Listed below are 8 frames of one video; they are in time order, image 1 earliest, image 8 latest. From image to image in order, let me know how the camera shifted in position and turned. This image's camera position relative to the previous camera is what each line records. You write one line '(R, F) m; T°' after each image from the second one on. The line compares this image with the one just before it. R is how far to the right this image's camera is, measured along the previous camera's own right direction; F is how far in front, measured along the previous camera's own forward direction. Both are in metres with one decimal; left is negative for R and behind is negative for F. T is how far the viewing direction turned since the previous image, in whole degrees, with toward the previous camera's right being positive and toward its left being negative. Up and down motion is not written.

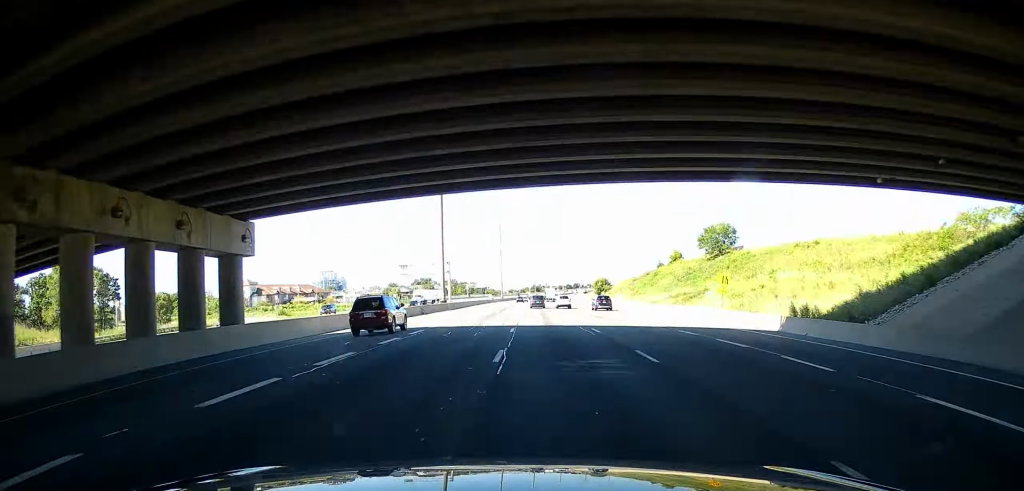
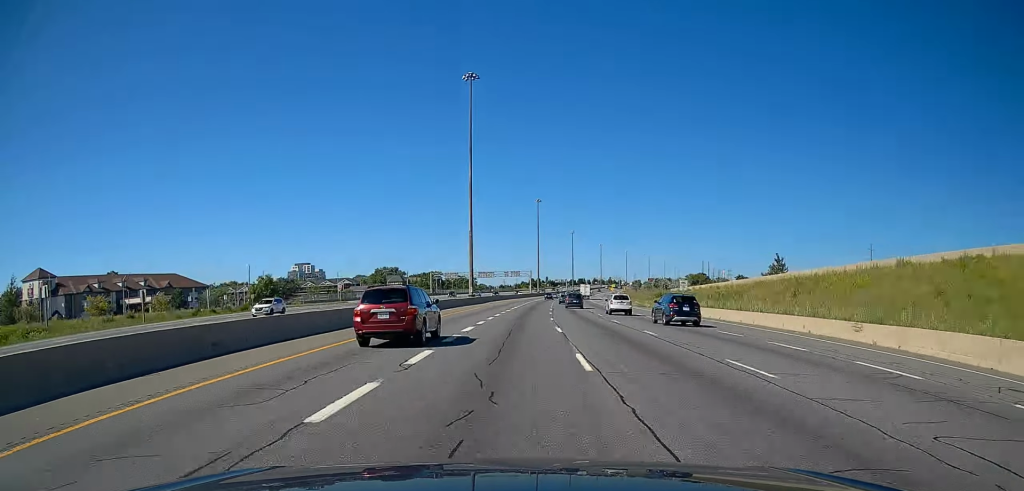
(-1.4, +135.8) m; +2°
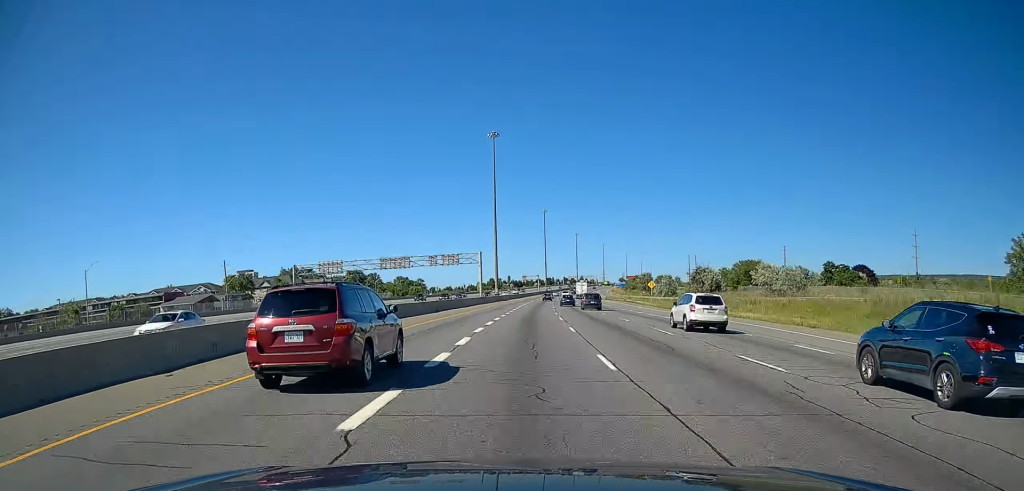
(+3.5, +113.0) m; +3°
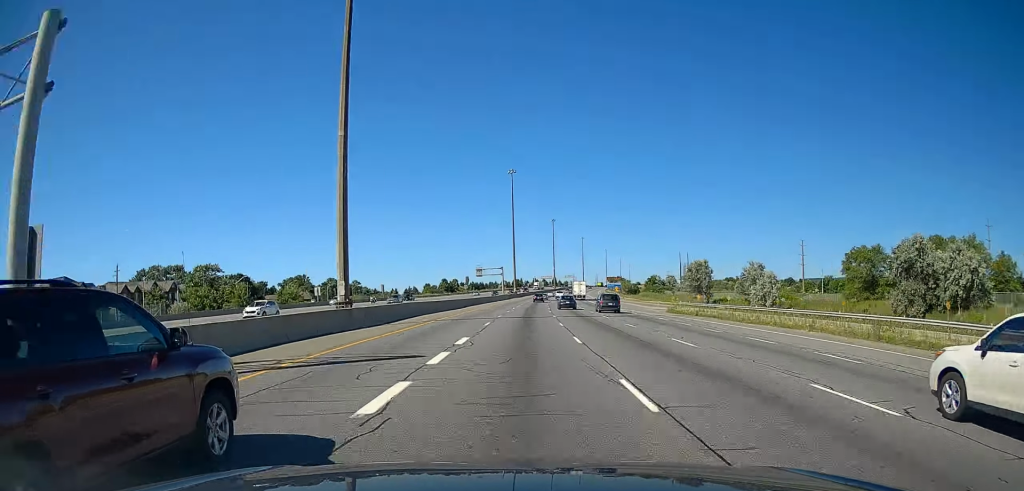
(+1.5, +105.1) m; +3°
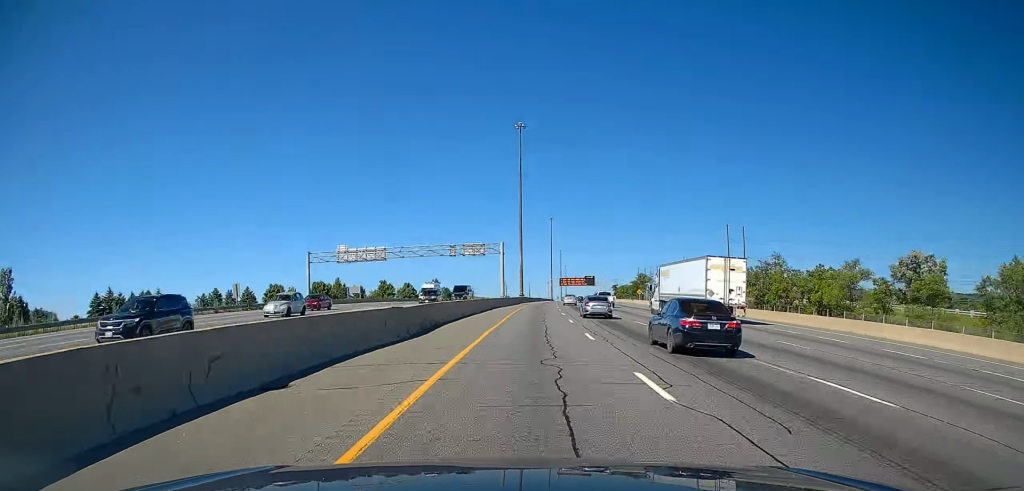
(+23.0, +331.6) m; +8°
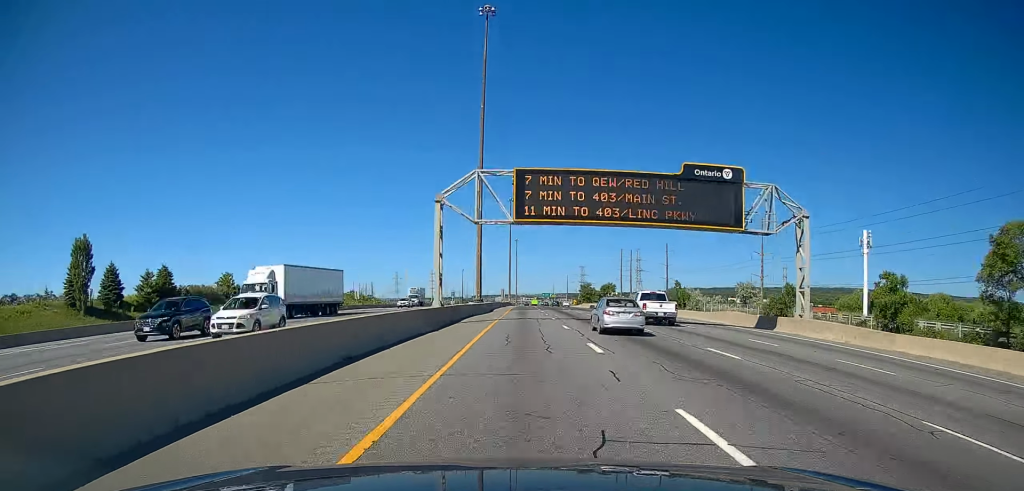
(+8.9, +201.6) m; +4°
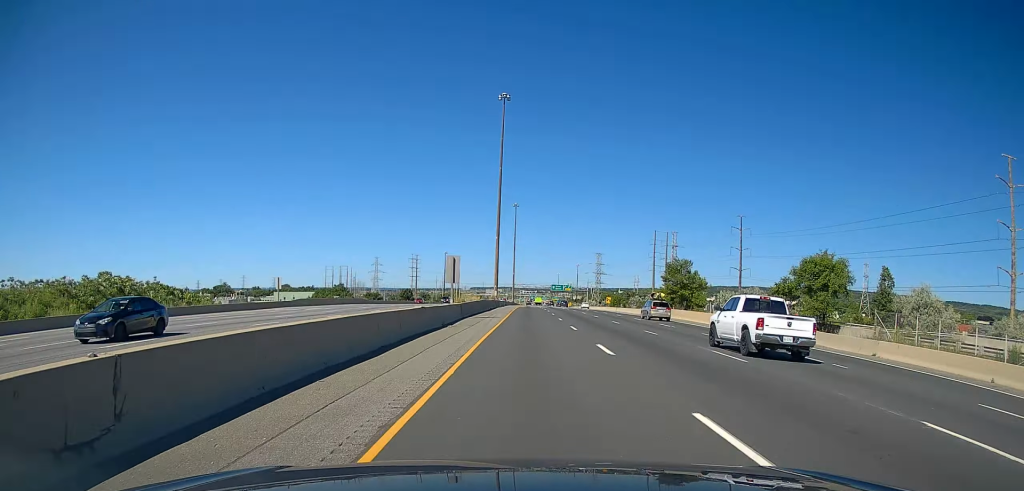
(+1.1, +109.6) m; +1°
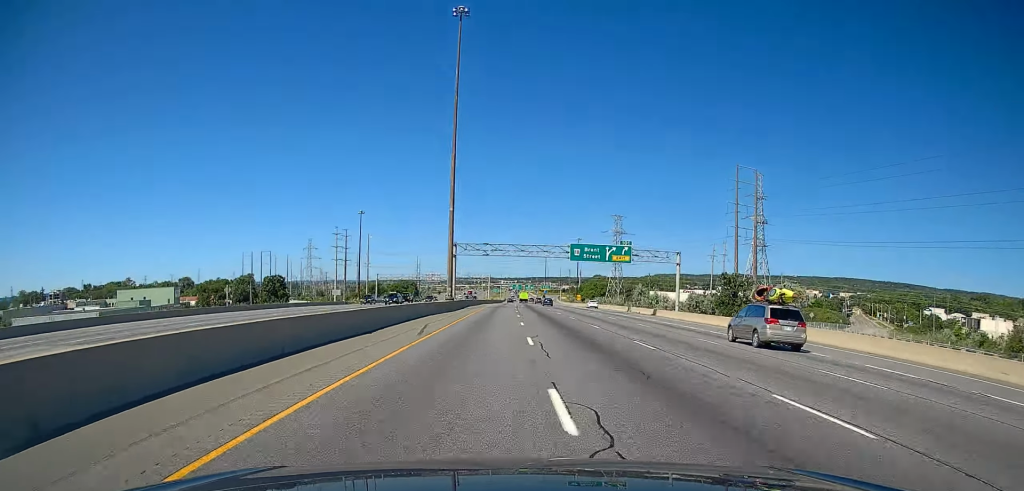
(+1.3, +159.7) m; +1°
